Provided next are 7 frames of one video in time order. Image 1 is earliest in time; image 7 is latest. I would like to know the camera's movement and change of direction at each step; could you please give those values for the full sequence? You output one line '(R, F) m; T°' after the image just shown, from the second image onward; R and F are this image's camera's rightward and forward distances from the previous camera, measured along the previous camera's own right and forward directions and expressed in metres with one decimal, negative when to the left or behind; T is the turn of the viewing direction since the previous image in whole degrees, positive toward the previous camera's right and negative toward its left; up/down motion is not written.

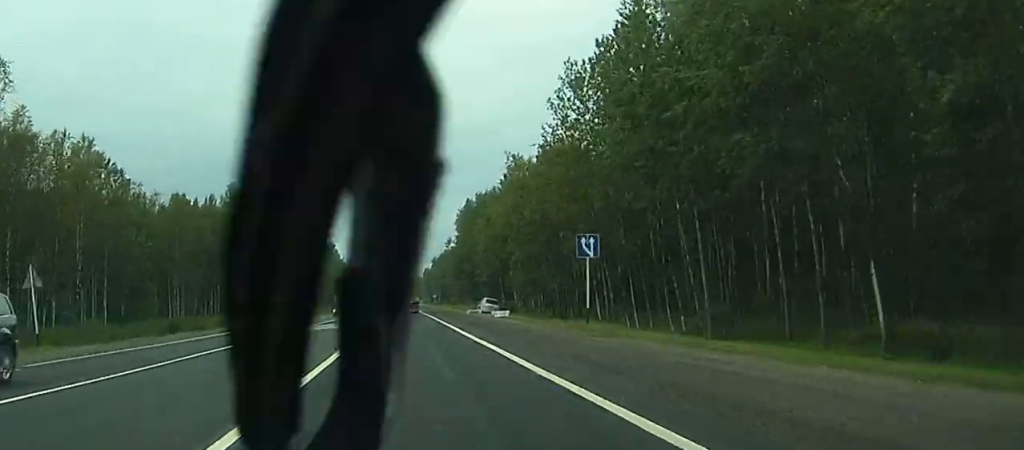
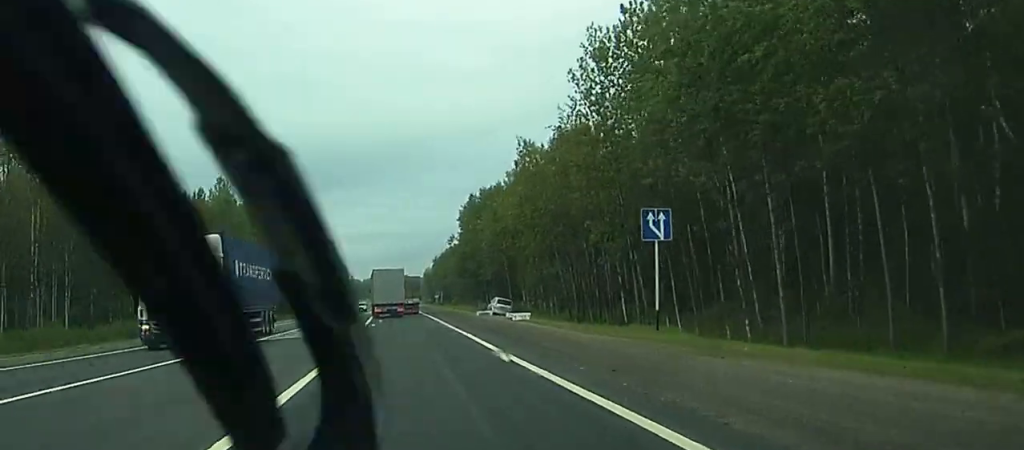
(-0.1, +9.7) m; -1°
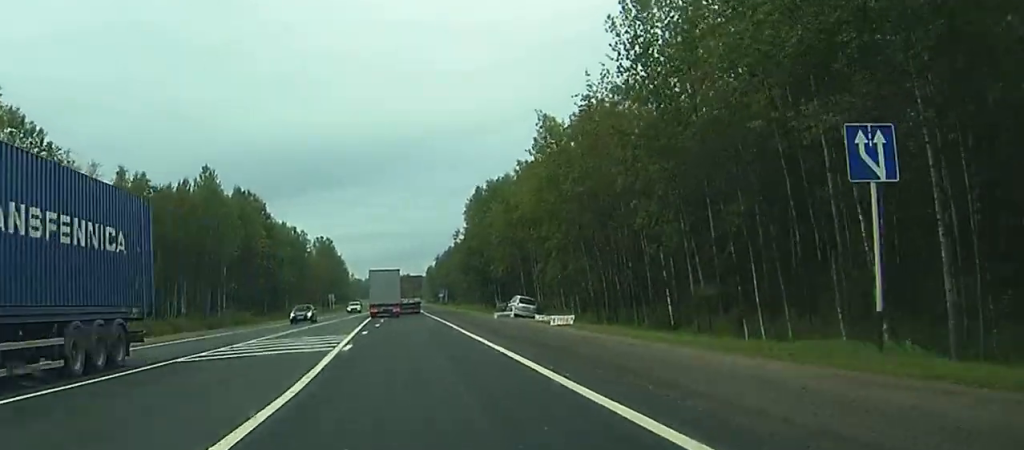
(-0.1, +12.5) m; -1°
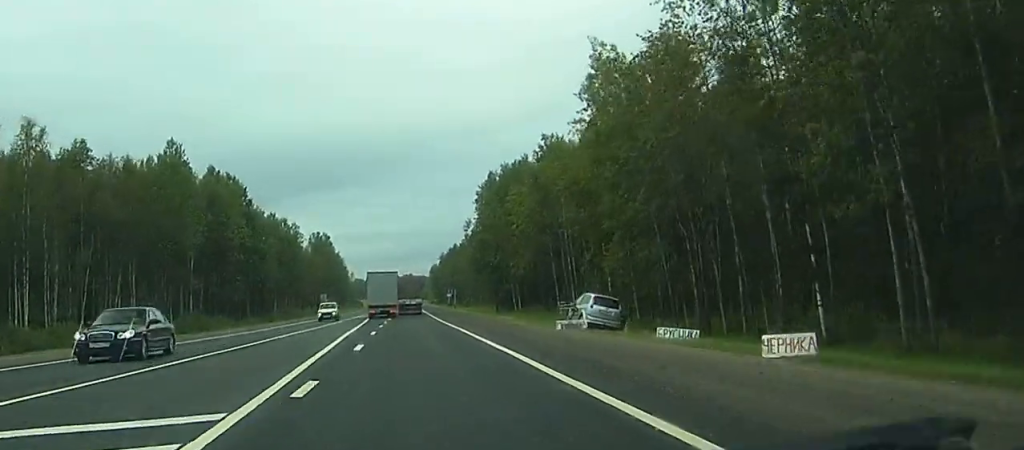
(-0.1, +22.9) m; 0°
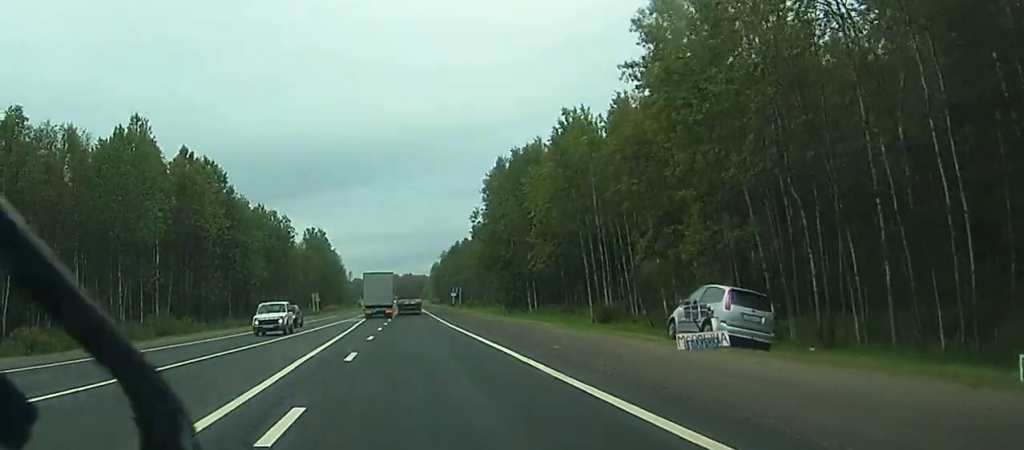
(0.0, +16.0) m; 0°
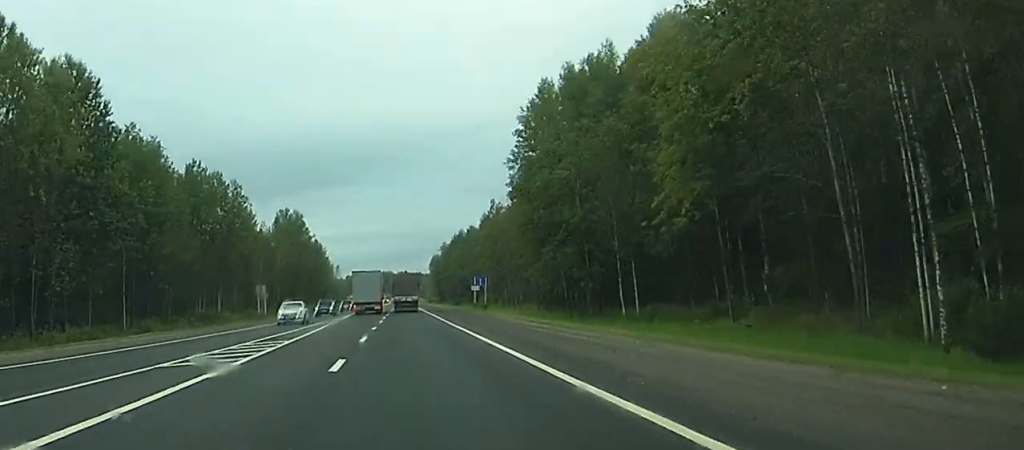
(+0.9, +51.5) m; +1°
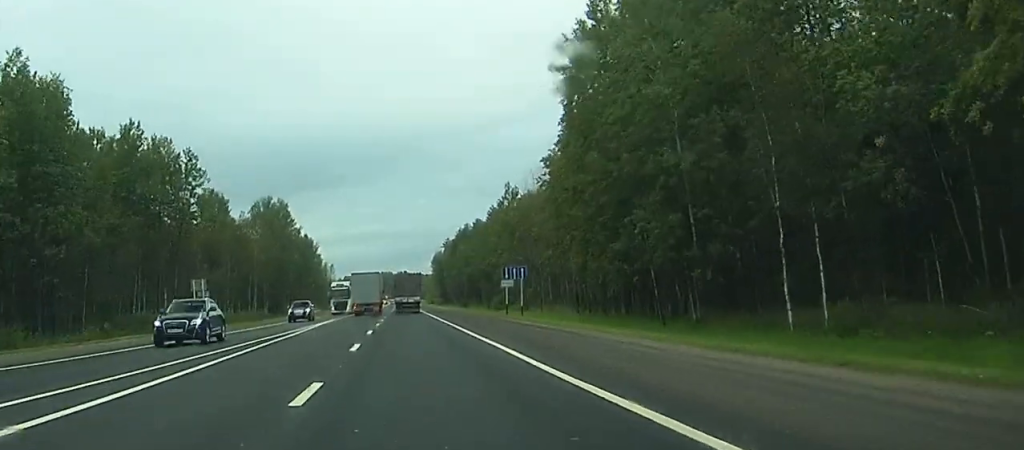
(-0.7, +28.6) m; -1°
